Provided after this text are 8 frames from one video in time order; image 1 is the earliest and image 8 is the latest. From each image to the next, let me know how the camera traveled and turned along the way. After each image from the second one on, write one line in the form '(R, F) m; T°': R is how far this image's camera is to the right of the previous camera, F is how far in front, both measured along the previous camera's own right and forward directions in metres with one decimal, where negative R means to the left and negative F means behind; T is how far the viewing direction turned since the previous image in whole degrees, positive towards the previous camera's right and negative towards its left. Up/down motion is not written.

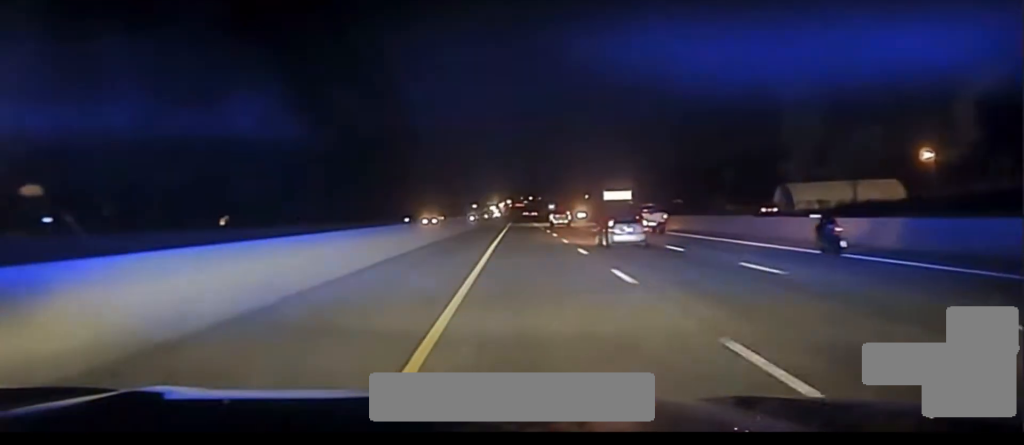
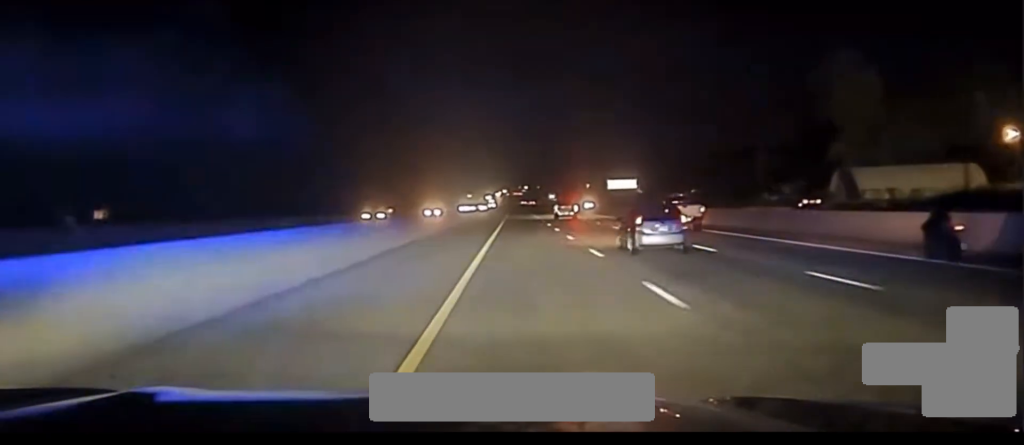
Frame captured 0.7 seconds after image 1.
(0.0, +27.7) m; 0°
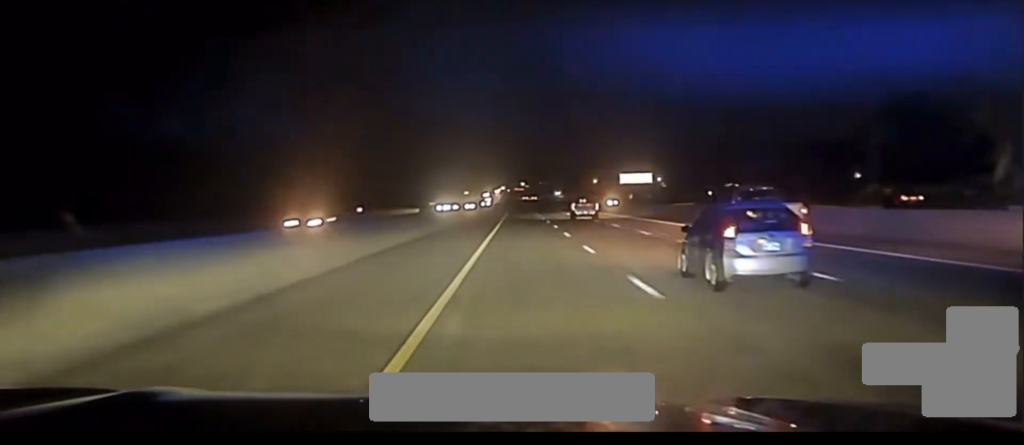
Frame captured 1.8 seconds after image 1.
(-0.1, +48.1) m; 0°
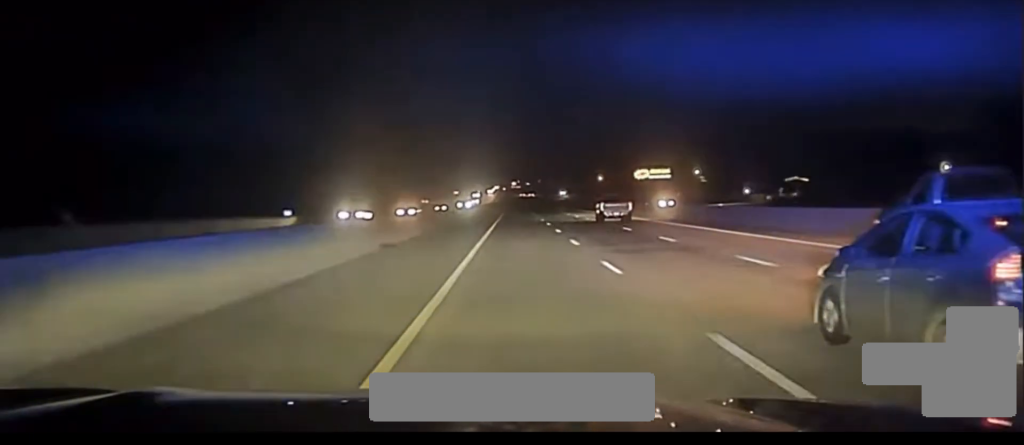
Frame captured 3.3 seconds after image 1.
(+0.2, +59.2) m; 0°
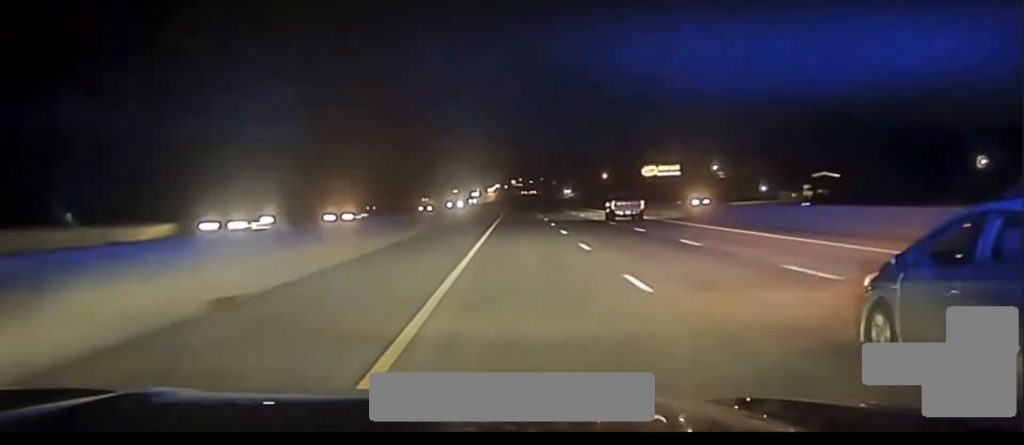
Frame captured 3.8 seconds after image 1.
(0.0, +15.7) m; 0°
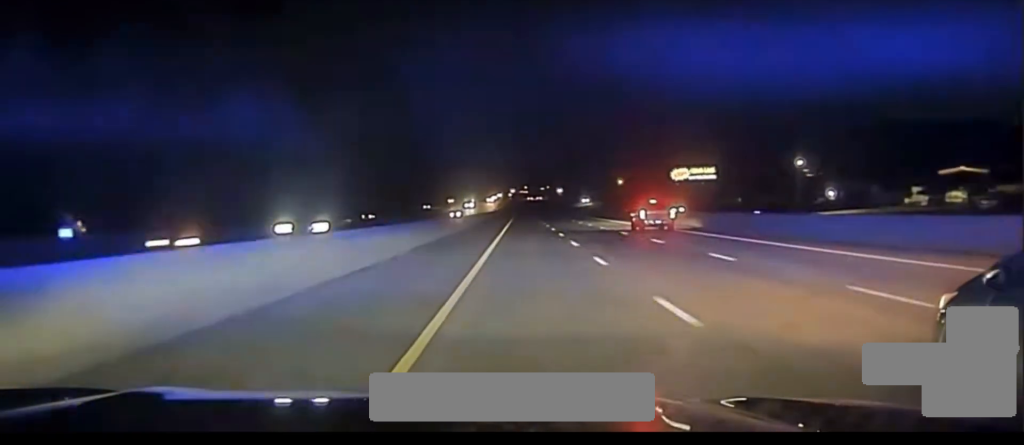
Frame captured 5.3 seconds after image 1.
(-0.4, +51.4) m; -1°
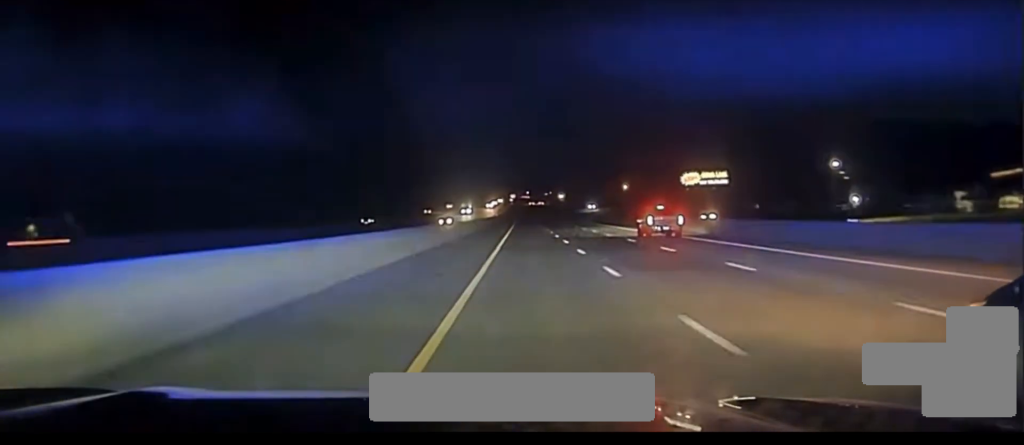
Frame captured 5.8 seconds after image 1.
(-0.1, +14.7) m; 0°
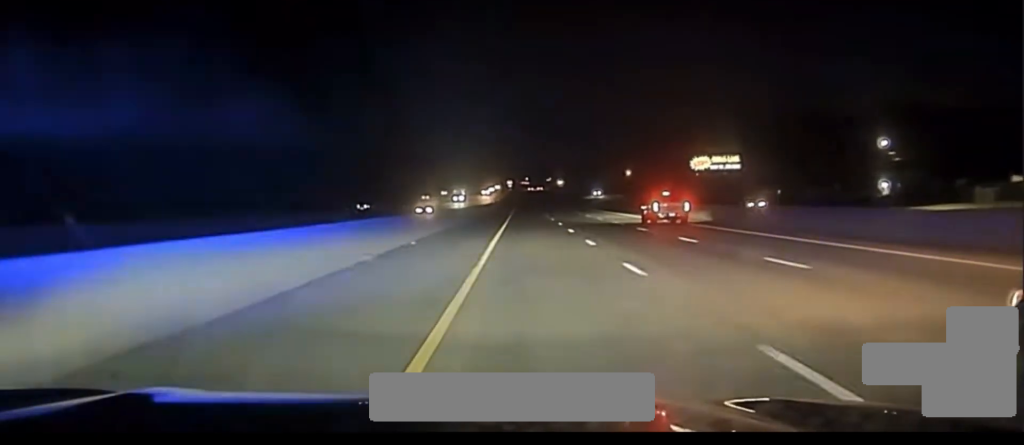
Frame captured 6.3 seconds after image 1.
(+0.1, +15.1) m; 0°
